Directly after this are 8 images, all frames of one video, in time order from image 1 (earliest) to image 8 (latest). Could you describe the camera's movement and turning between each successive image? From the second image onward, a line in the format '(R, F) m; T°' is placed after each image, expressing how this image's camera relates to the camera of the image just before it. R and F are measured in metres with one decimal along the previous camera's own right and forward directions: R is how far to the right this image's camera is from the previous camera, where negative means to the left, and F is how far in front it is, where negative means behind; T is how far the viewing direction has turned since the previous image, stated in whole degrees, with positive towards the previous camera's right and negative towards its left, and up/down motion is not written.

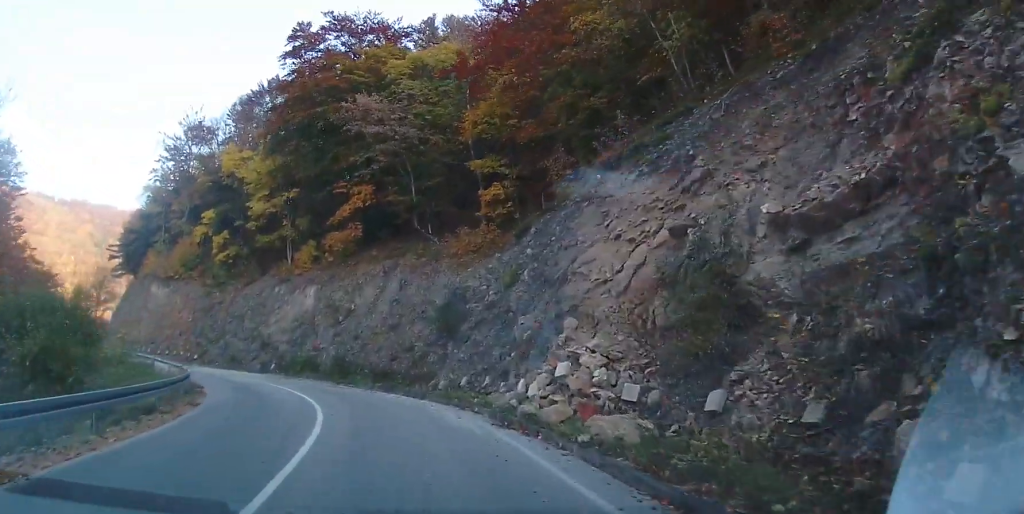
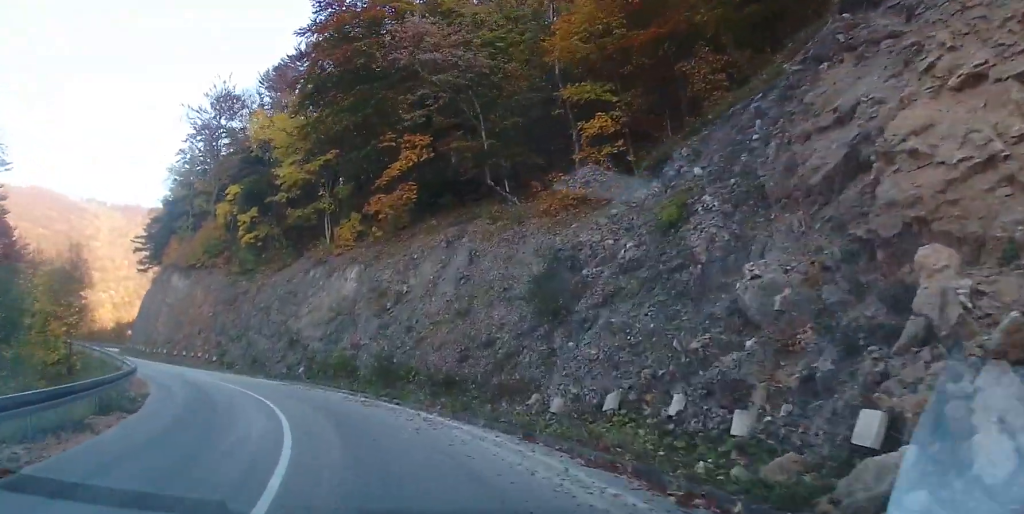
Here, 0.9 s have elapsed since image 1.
(0.0, +11.1) m; 0°
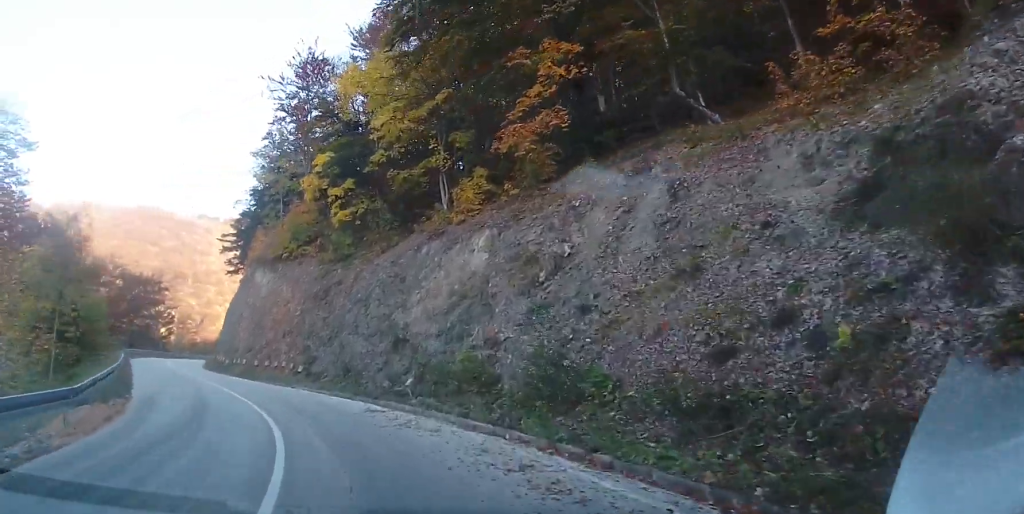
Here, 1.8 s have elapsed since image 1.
(0.0, +11.8) m; -7°
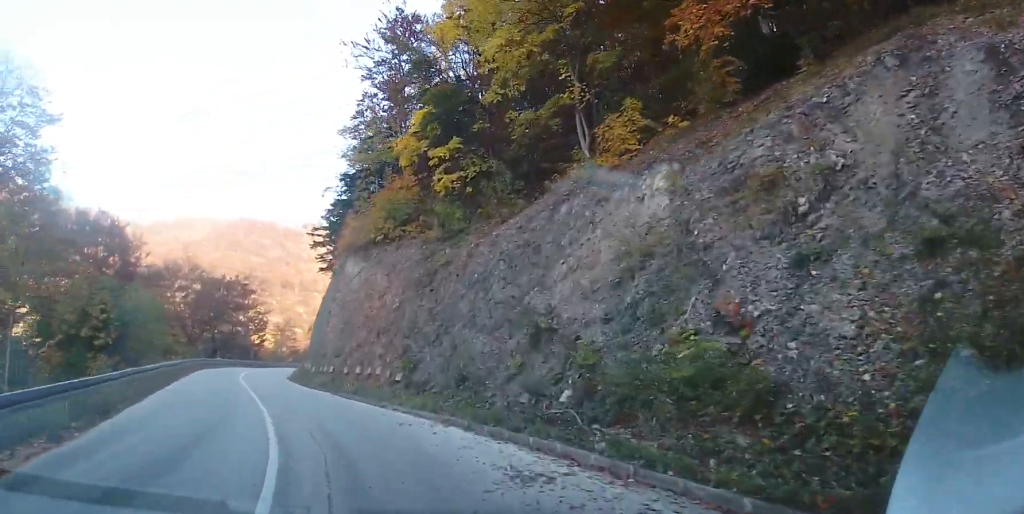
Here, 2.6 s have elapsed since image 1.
(-1.1, +8.9) m; -18°
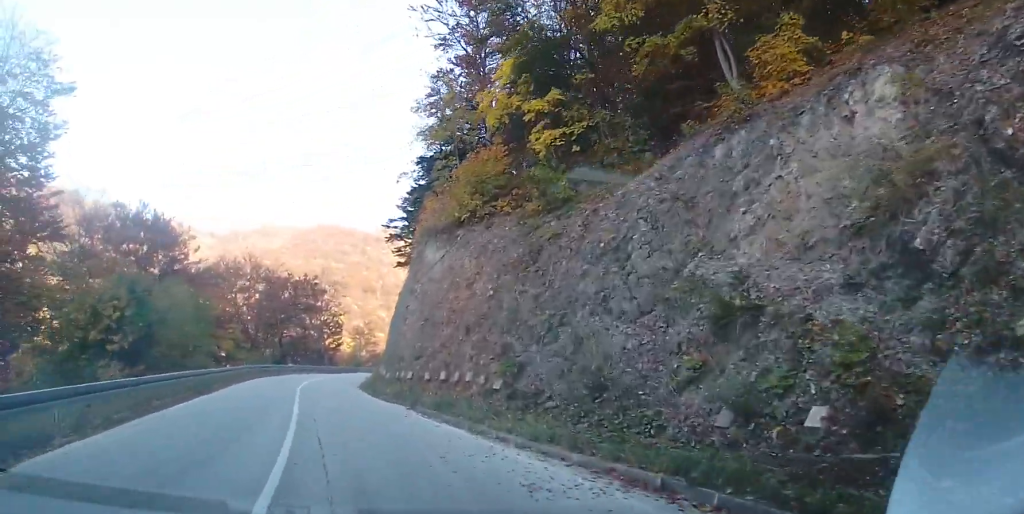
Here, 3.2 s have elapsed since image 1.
(-0.9, +6.2) m; -14°
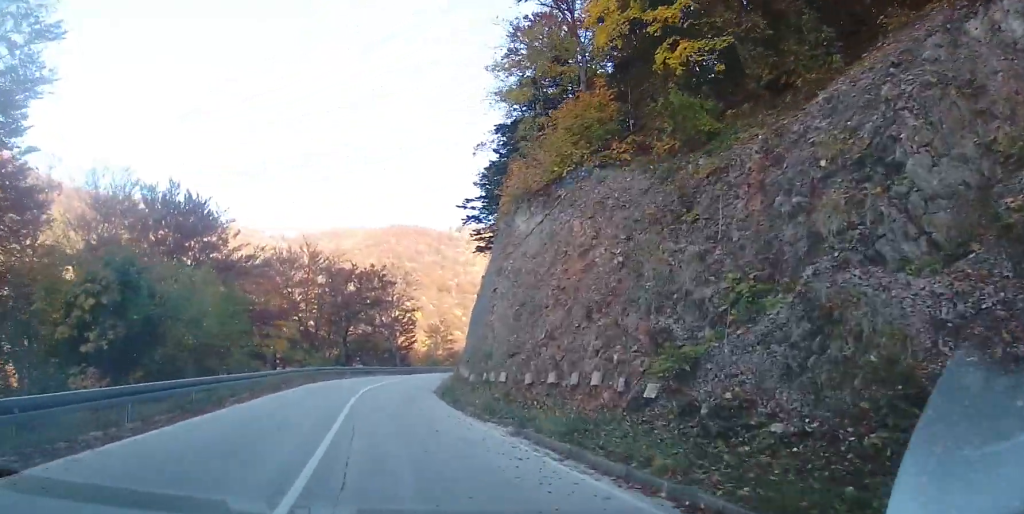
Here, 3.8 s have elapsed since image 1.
(-1.1, +7.1) m; -16°
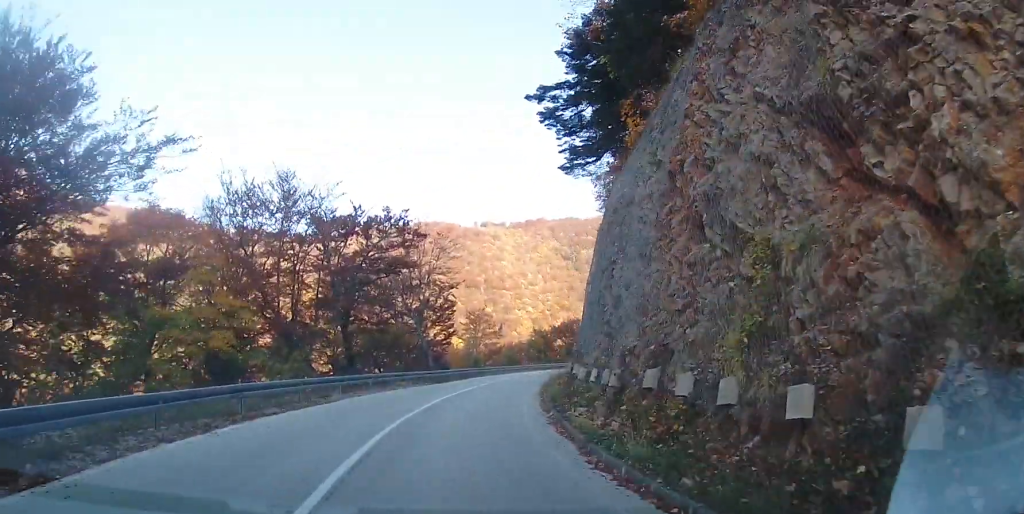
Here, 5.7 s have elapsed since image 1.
(-4.0, +20.4) m; -16°
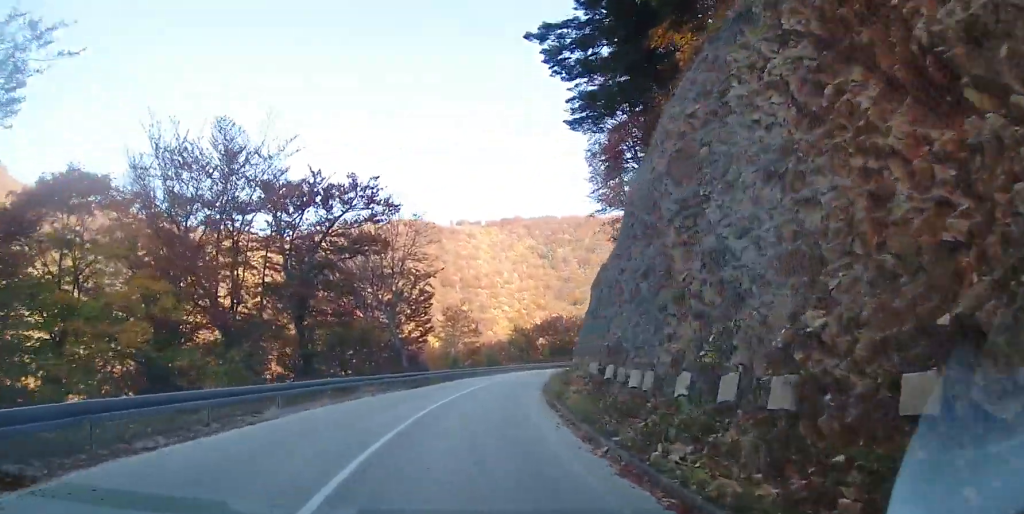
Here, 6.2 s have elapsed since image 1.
(-0.2, +6.0) m; +2°
